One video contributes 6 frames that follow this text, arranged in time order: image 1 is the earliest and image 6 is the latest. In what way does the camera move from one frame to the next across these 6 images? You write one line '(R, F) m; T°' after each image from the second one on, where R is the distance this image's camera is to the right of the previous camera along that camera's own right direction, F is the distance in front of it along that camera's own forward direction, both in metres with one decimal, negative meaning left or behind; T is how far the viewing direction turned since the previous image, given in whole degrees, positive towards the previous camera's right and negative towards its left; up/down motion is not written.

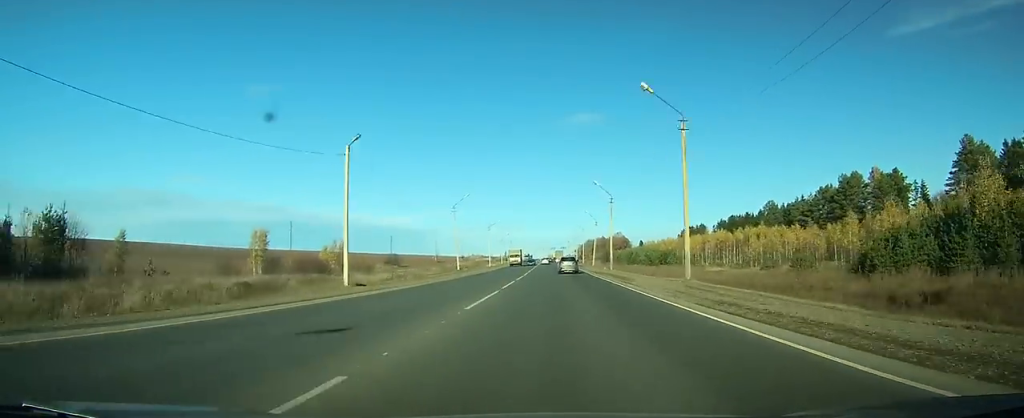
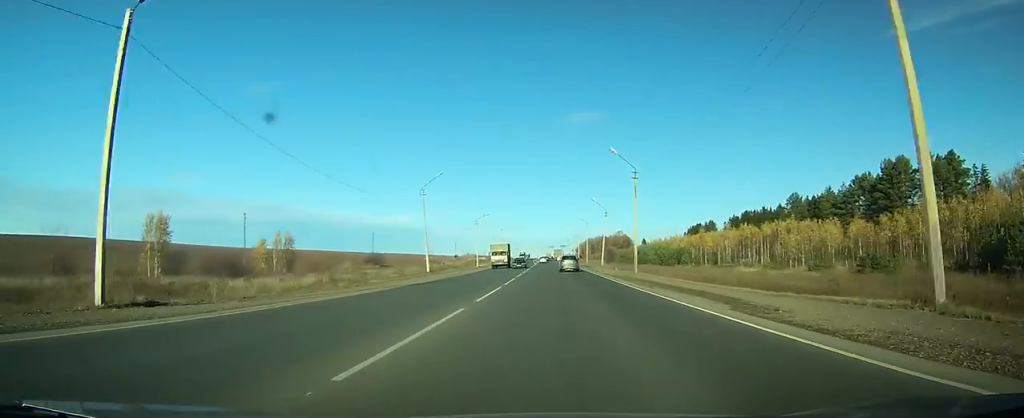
(0.0, +20.8) m; 0°
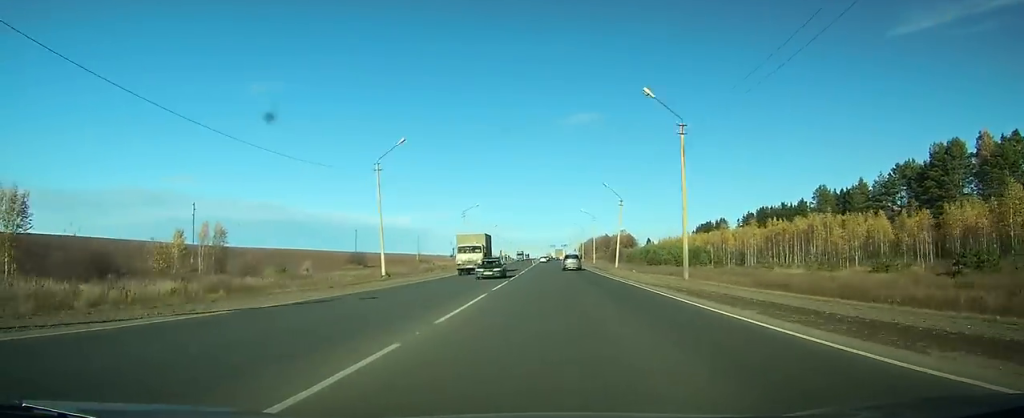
(0.0, +17.9) m; 0°
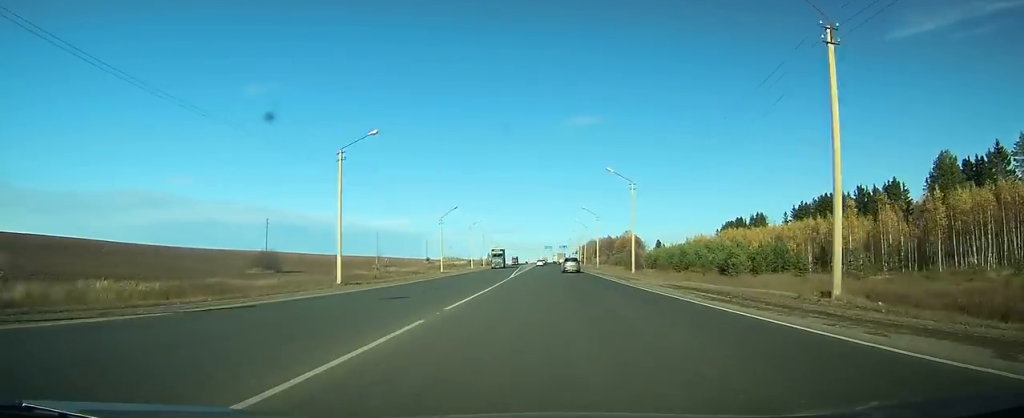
(-0.1, +55.1) m; 0°
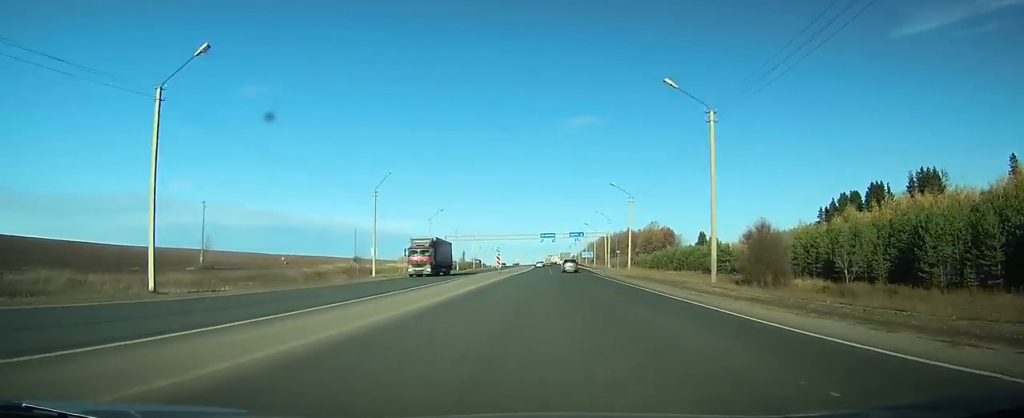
(+0.7, +107.8) m; +1°
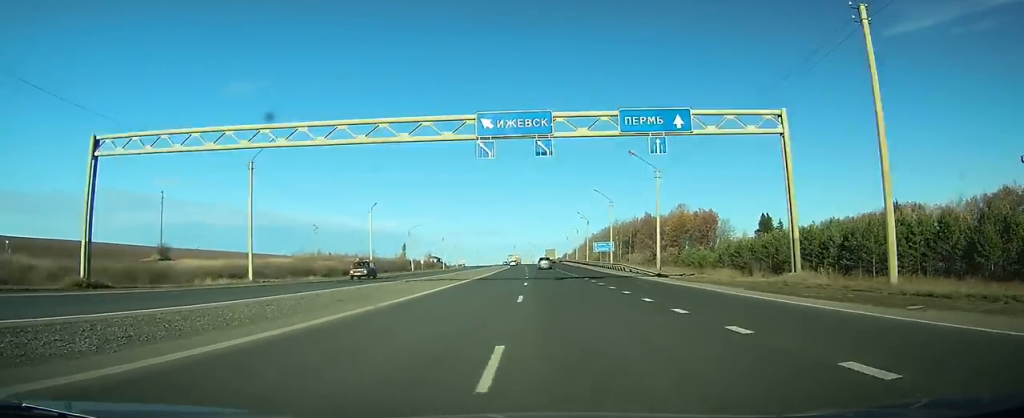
(+0.2, +94.0) m; 0°
